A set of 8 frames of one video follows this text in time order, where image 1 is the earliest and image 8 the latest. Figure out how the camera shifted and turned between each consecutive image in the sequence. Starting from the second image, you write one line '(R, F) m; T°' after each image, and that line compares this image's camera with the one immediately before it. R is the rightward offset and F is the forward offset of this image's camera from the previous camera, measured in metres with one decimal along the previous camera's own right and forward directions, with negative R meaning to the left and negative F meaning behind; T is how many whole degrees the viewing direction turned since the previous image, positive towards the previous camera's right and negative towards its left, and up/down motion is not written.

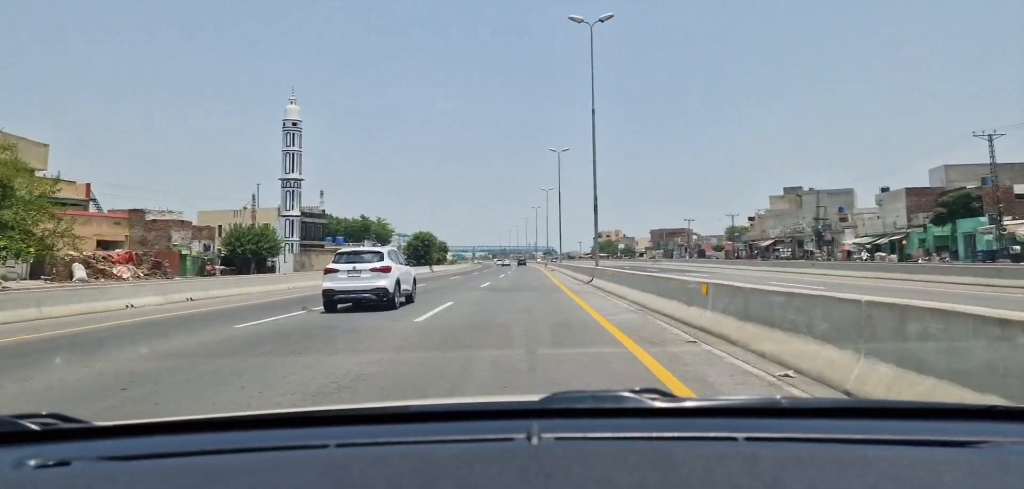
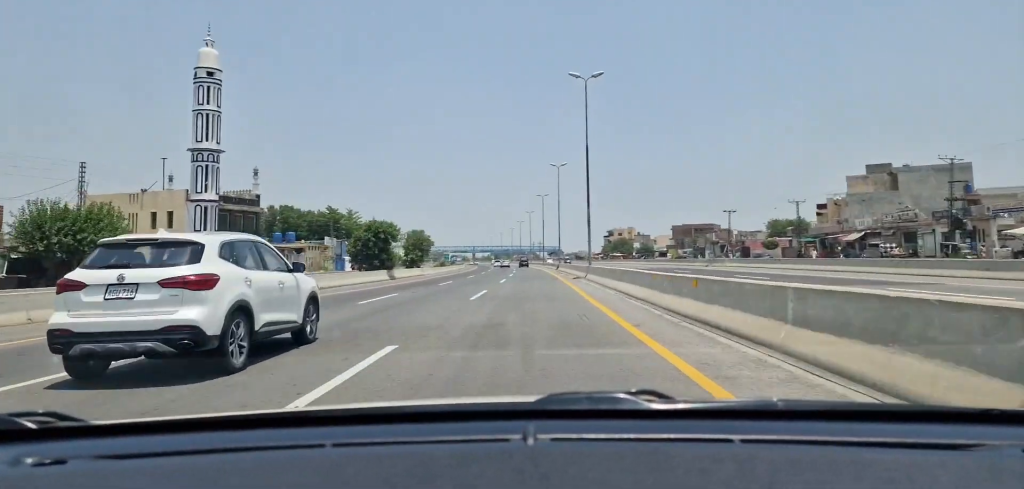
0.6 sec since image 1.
(-0.3, +27.3) m; -1°
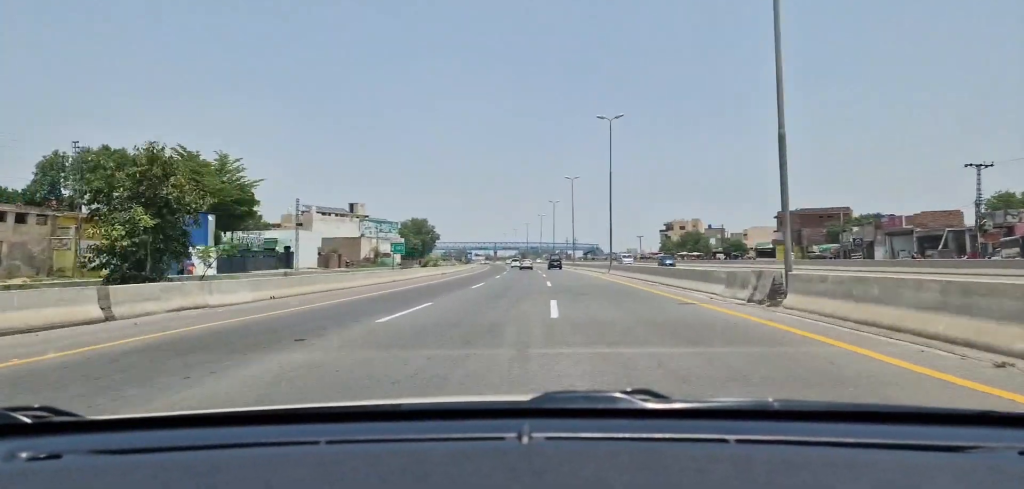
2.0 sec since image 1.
(-1.0, +62.6) m; -2°
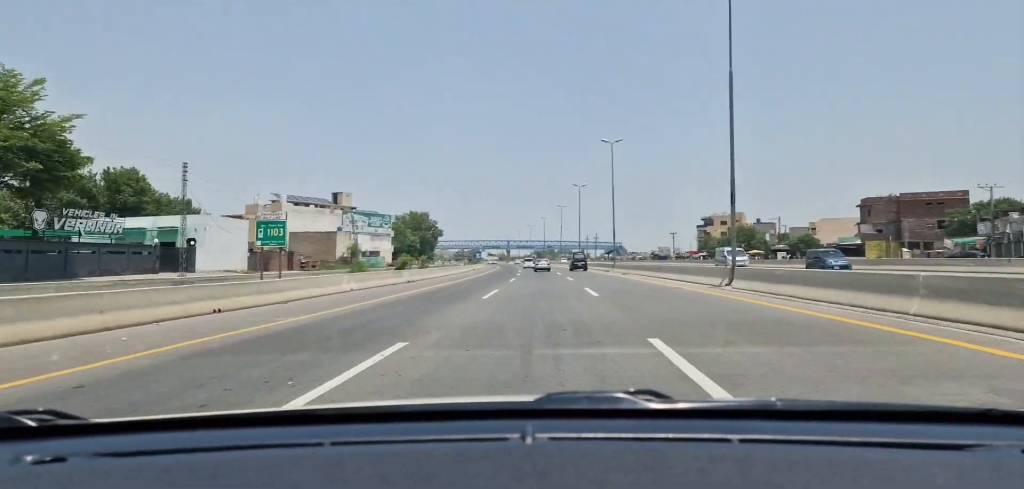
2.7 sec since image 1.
(-0.3, +27.3) m; -1°
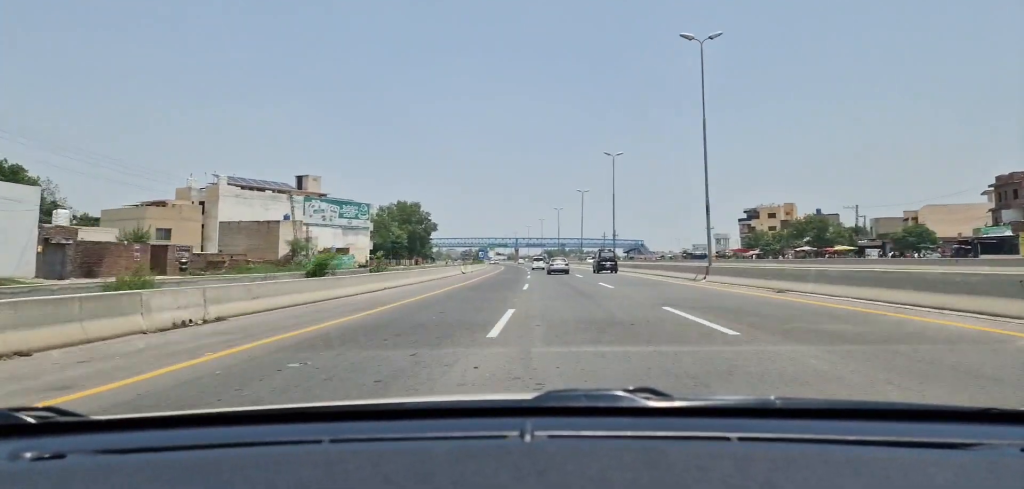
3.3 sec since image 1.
(-0.2, +29.5) m; -1°
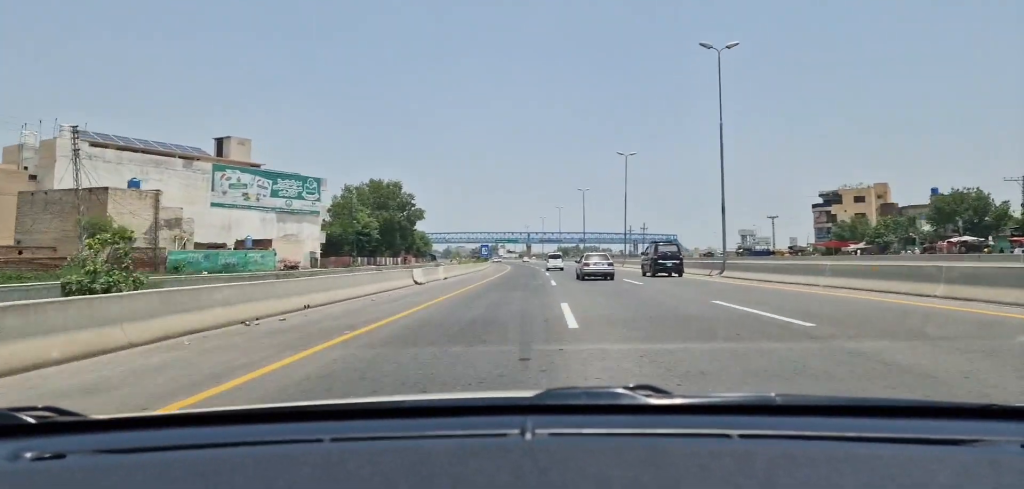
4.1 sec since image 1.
(-0.8, +36.2) m; -1°
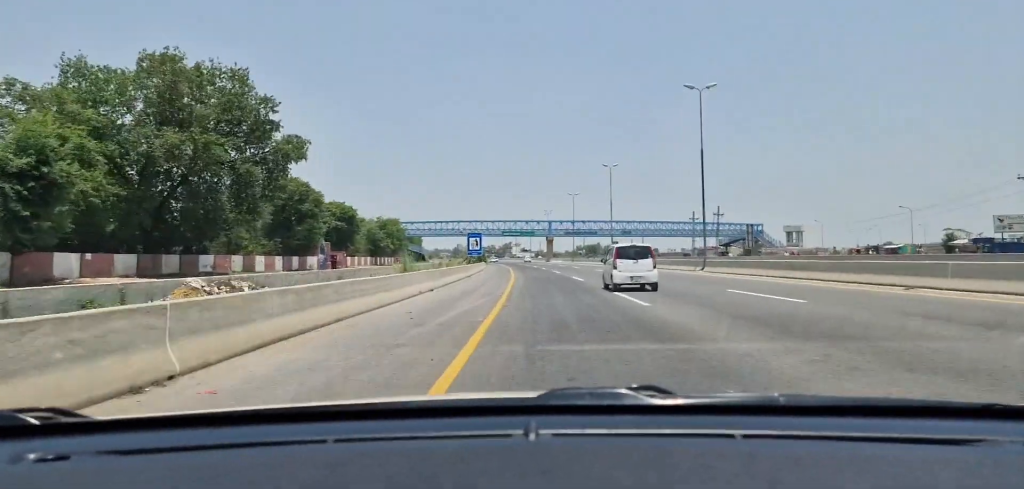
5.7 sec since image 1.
(-0.6, +67.0) m; -1°
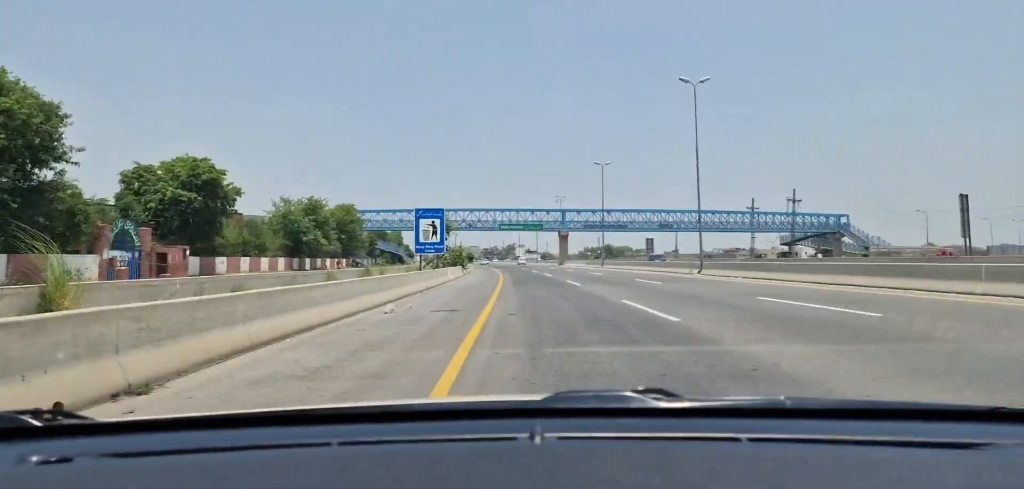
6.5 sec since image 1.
(-0.1, +38.8) m; 0°
